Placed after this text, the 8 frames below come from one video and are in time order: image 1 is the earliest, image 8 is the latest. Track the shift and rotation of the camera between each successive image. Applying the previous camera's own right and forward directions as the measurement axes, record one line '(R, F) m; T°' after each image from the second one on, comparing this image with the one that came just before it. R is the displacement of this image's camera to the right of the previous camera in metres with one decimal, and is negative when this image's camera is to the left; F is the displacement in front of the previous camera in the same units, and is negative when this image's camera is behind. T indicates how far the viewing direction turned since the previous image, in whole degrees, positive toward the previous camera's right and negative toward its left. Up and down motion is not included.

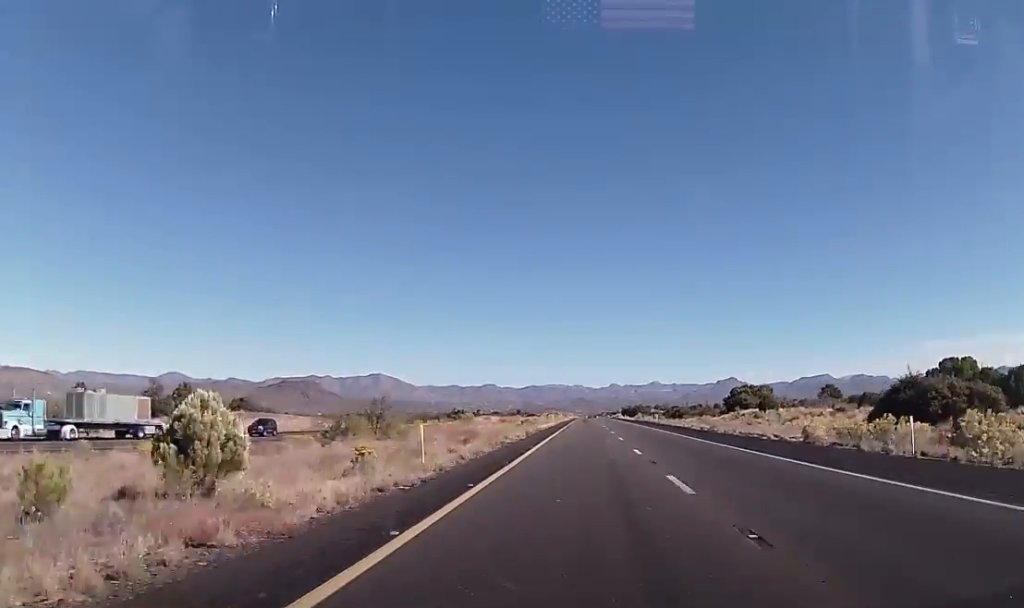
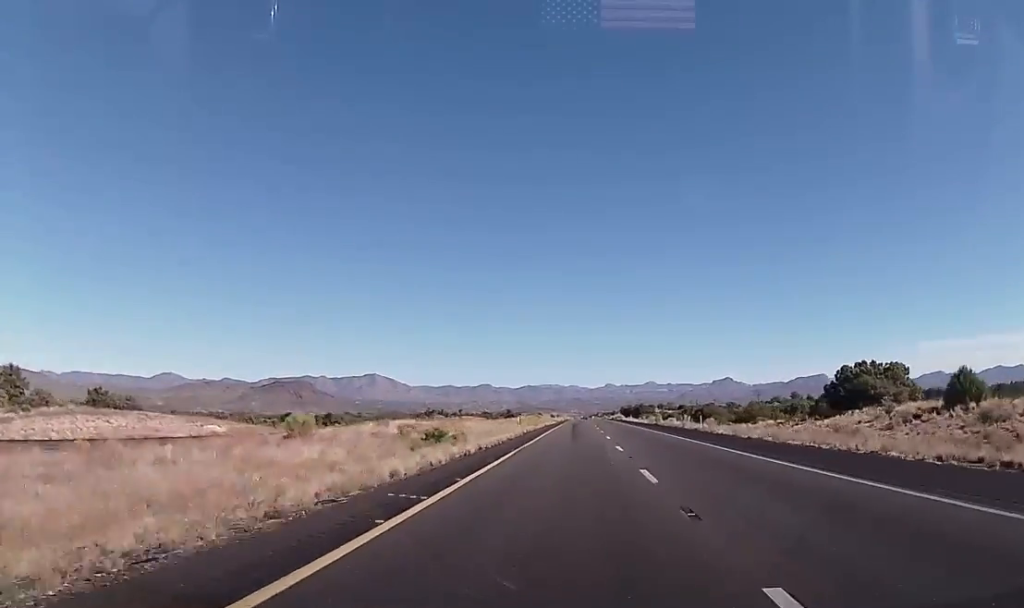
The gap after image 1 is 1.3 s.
(+0.5, +47.5) m; +1°
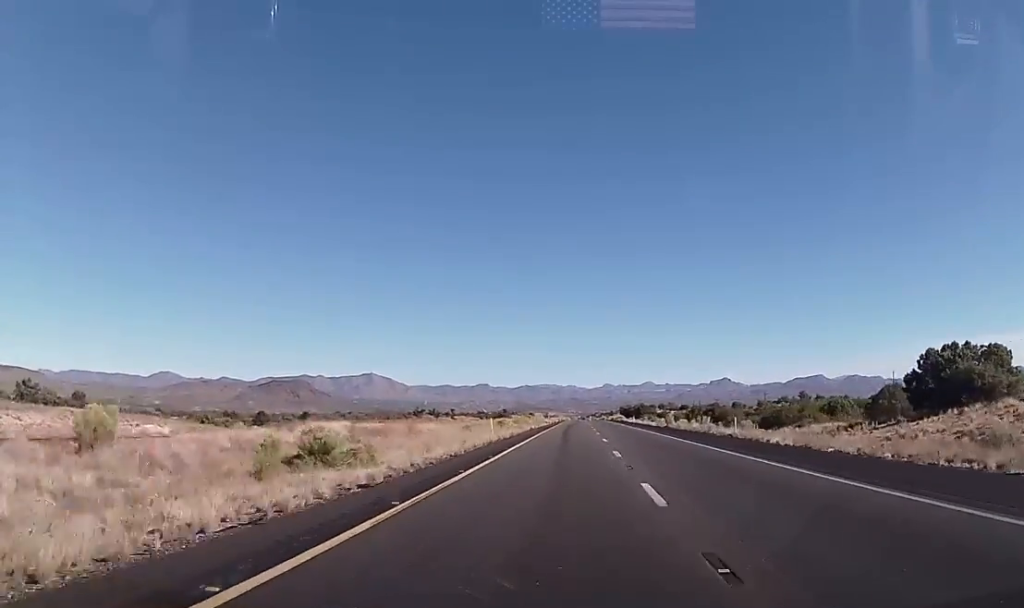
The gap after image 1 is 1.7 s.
(+0.1, +15.8) m; 0°
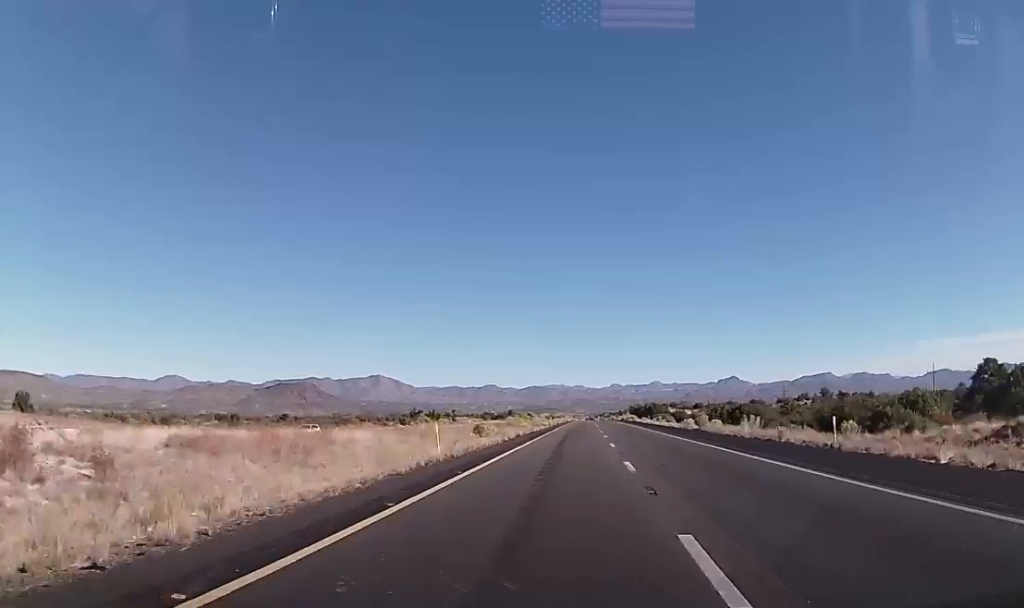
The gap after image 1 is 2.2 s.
(-0.3, +18.4) m; 0°
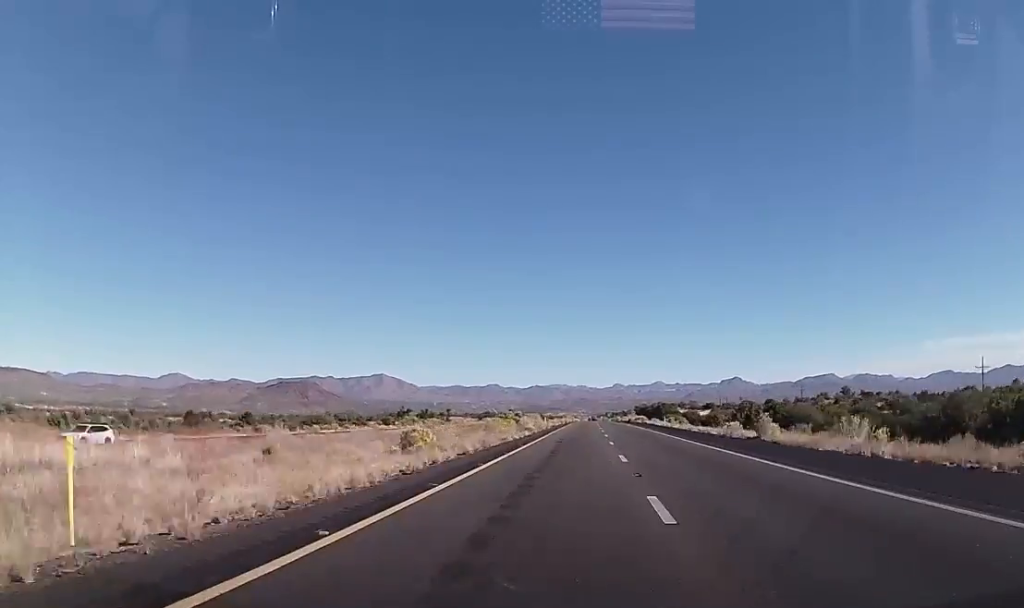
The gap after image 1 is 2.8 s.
(-0.1, +20.9) m; 0°
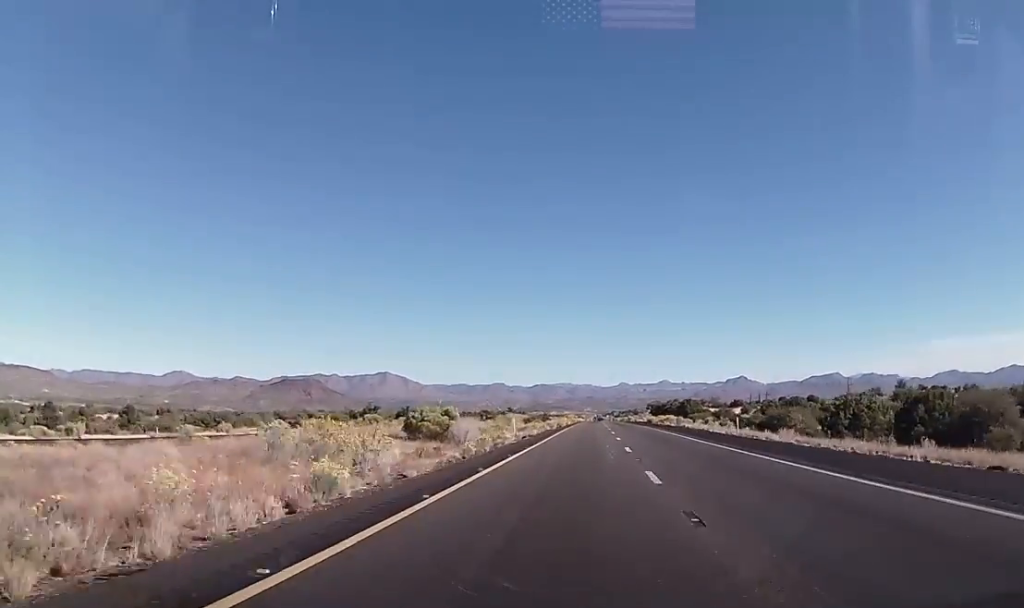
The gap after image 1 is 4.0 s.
(+0.3, +44.4) m; +1°
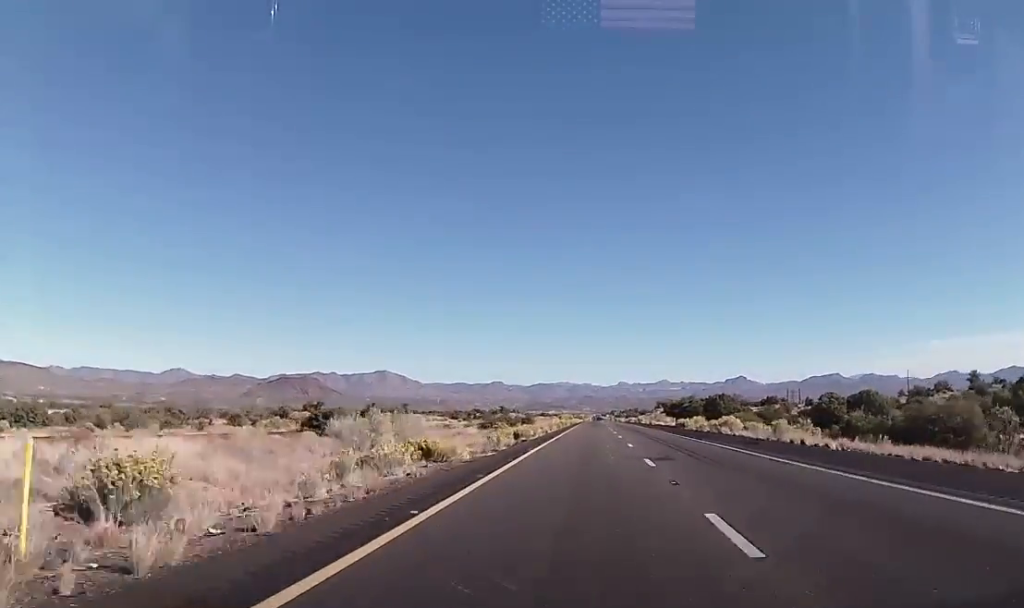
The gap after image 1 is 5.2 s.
(0.0, +44.7) m; -1°
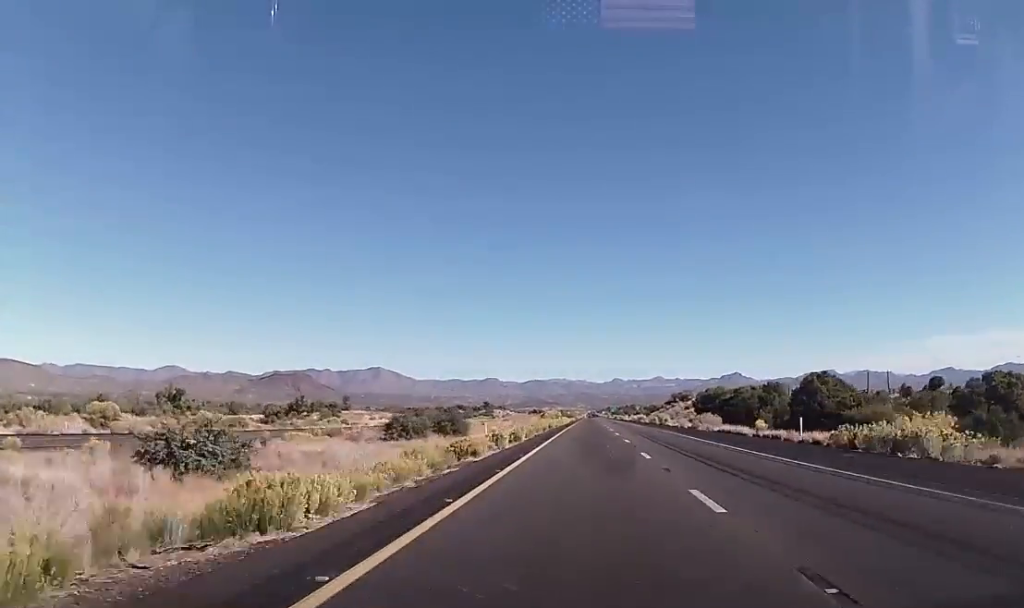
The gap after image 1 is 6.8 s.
(-0.3, +58.5) m; 0°
